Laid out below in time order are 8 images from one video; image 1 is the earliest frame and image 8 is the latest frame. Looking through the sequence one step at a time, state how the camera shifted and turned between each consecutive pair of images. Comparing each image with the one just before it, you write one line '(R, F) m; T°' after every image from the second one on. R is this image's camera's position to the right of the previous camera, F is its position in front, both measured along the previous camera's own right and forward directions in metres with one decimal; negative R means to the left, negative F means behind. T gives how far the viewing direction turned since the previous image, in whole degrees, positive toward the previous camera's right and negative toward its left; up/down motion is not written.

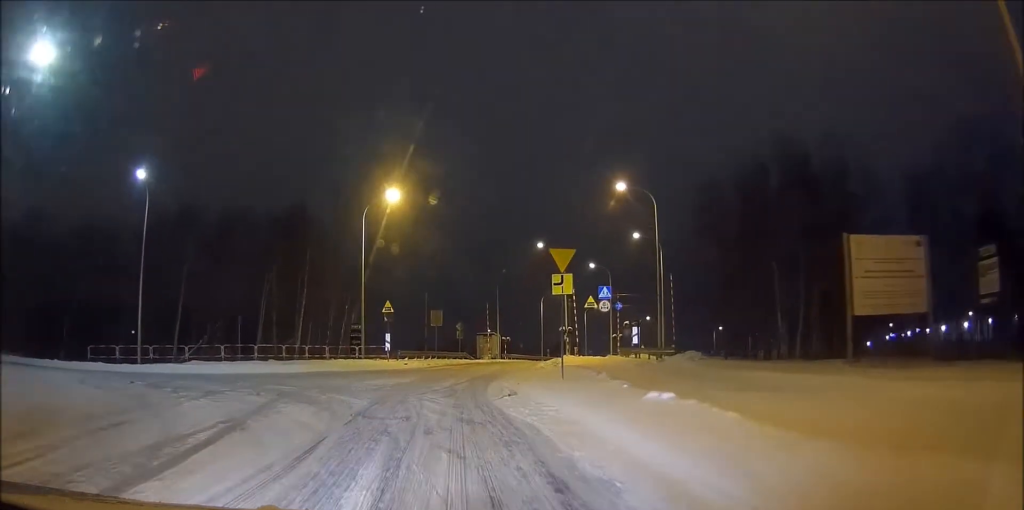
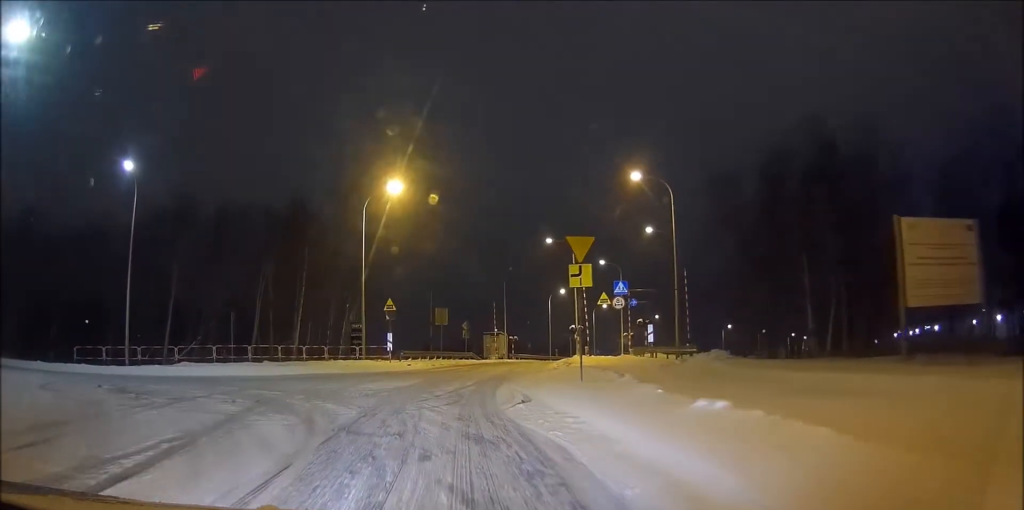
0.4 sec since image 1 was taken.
(0.0, +2.4) m; -1°
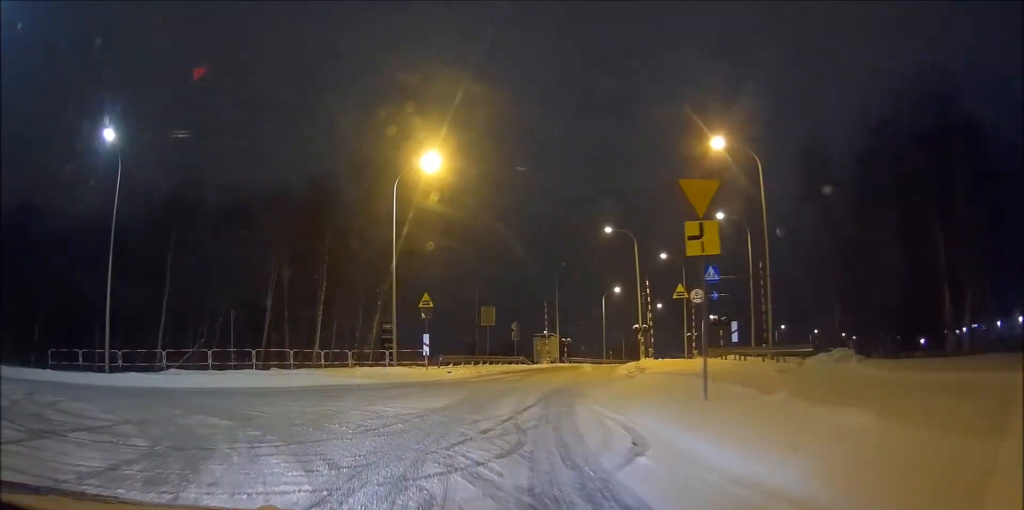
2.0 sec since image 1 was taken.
(-0.3, +7.2) m; -5°
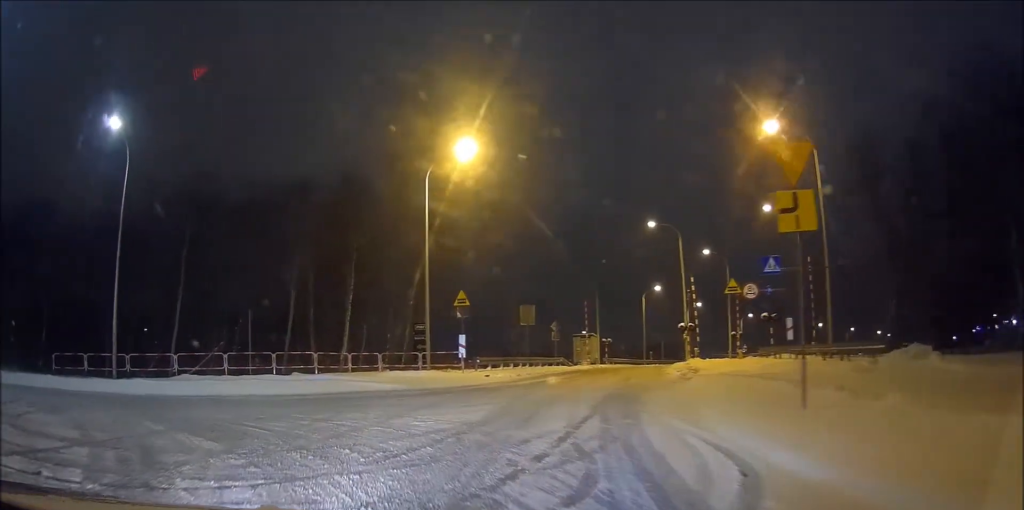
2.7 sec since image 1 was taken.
(0.0, +2.7) m; -3°
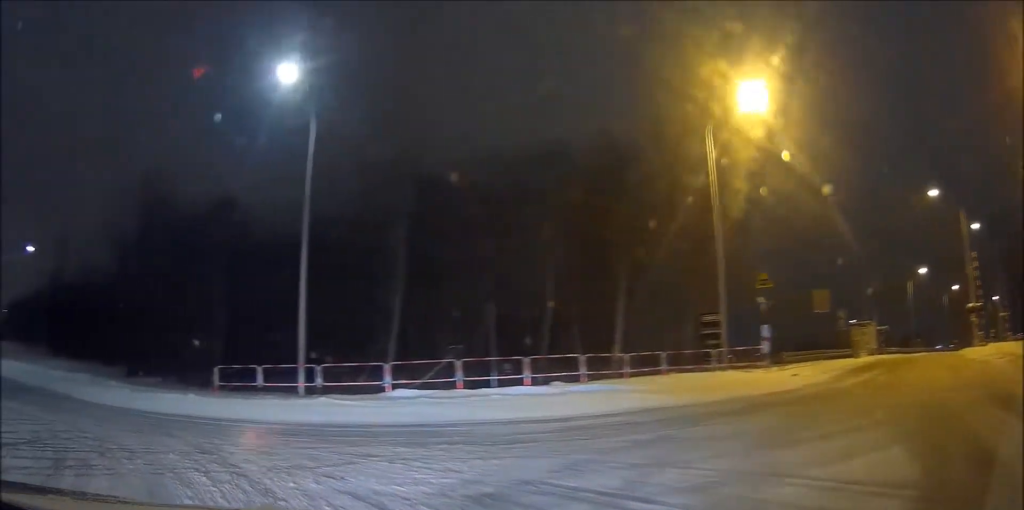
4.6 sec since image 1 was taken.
(-1.8, +5.6) m; -38°
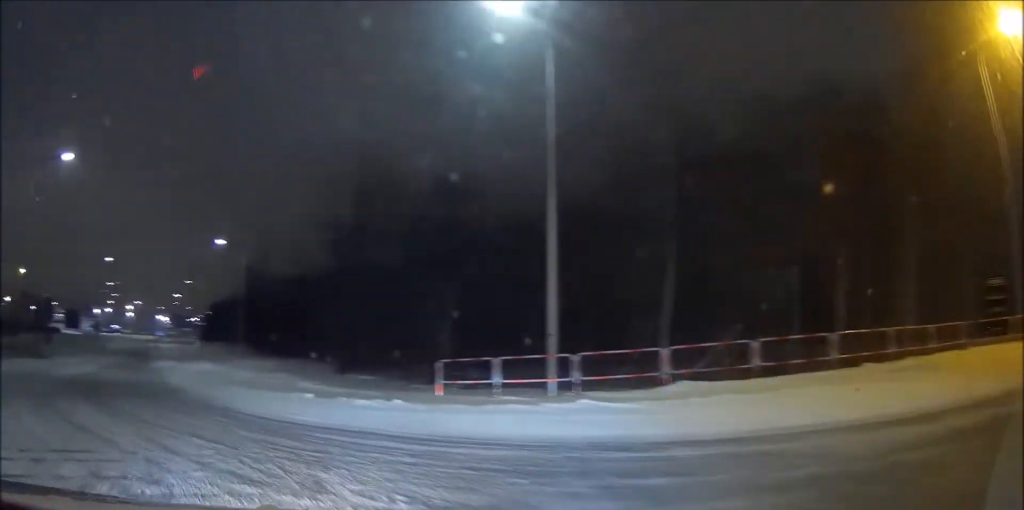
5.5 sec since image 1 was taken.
(-0.5, +3.5) m; -8°
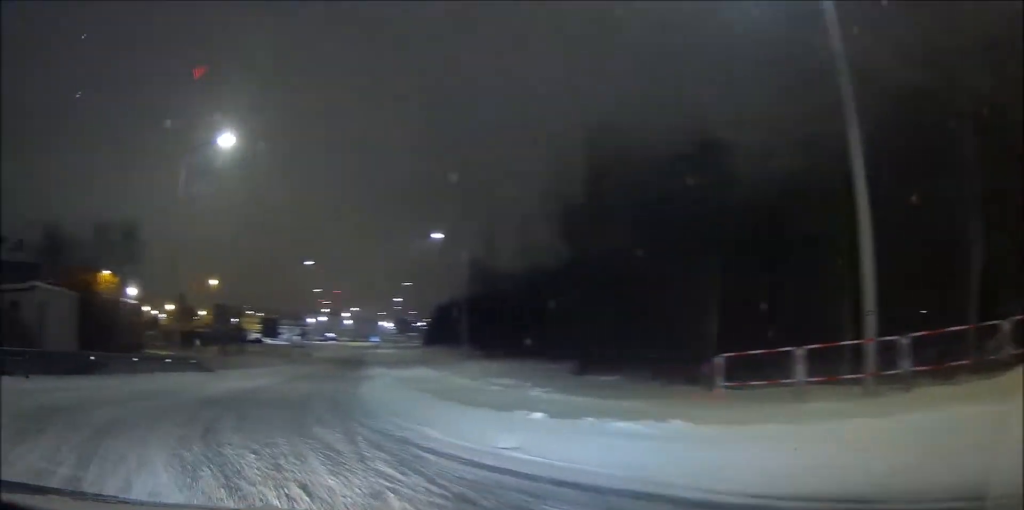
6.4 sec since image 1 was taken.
(-0.1, +3.7) m; -2°
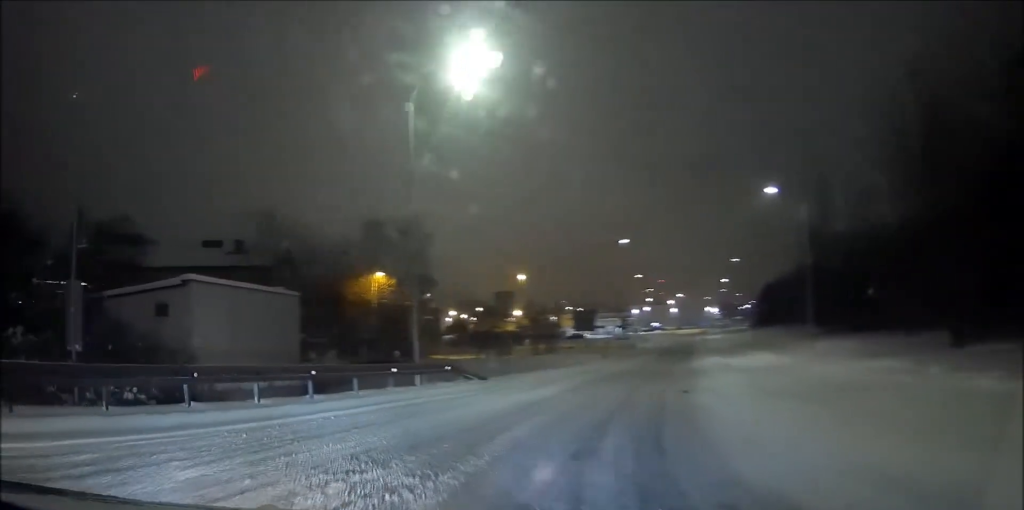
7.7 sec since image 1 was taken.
(-0.3, +6.6) m; -13°
